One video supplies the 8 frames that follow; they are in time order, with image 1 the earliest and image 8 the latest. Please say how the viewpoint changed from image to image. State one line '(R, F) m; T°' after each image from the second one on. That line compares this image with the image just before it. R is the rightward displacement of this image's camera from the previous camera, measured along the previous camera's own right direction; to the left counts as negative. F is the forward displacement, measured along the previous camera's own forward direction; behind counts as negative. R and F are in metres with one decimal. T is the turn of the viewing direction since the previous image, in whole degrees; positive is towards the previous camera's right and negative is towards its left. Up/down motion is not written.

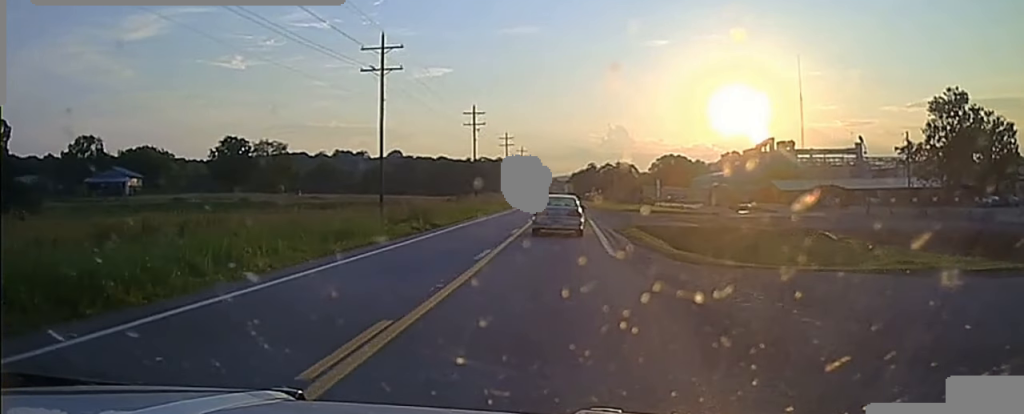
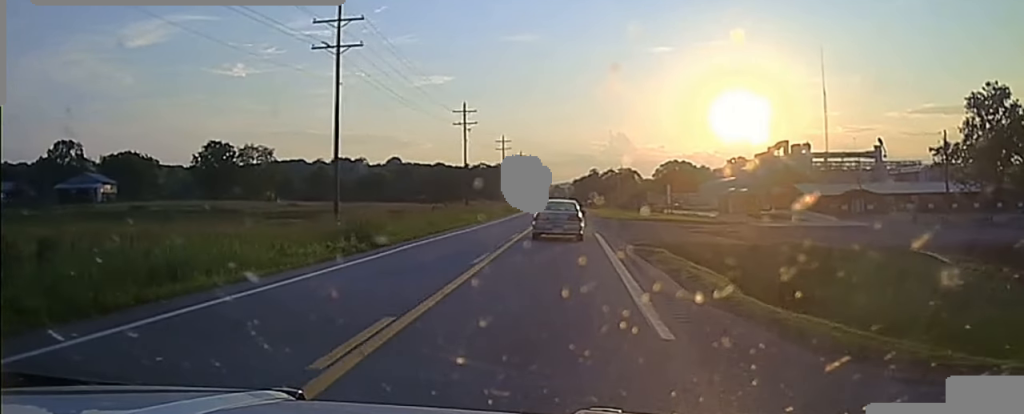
(0.0, +11.4) m; -1°
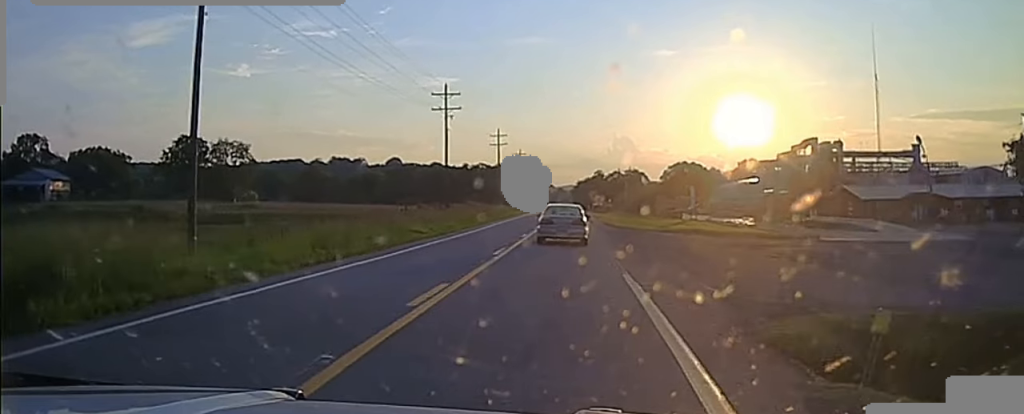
(-0.3, +18.9) m; -1°
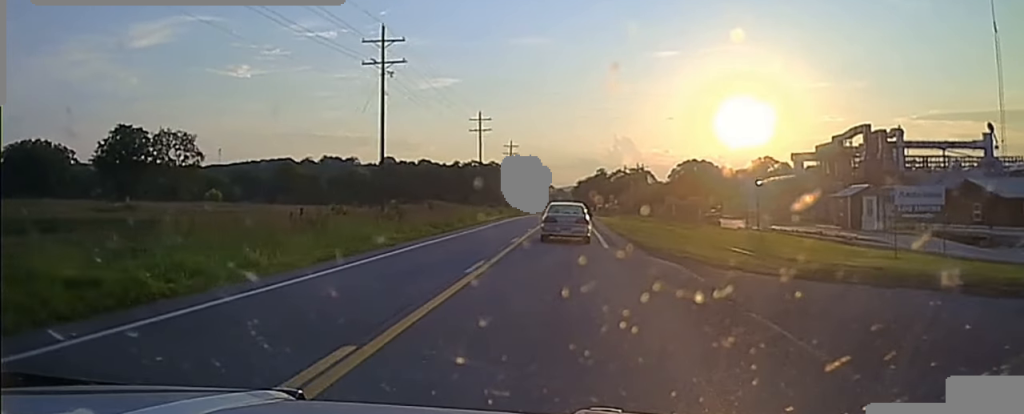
(+0.4, +30.6) m; +1°
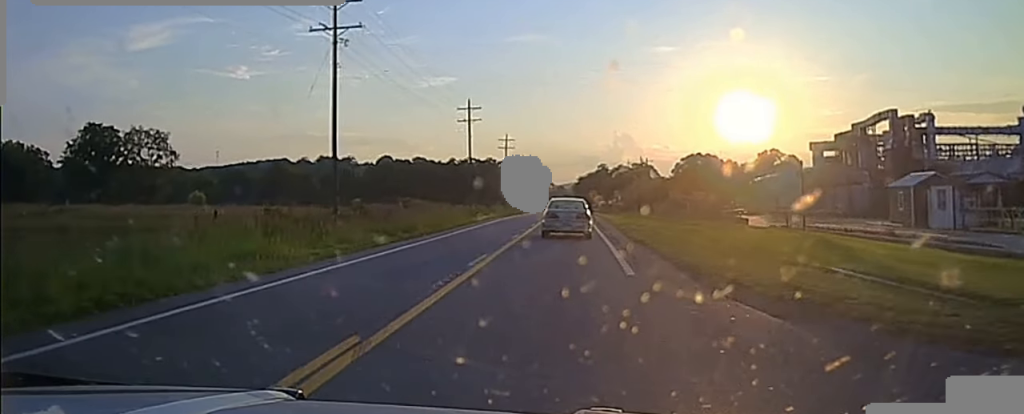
(0.0, +12.5) m; -1°
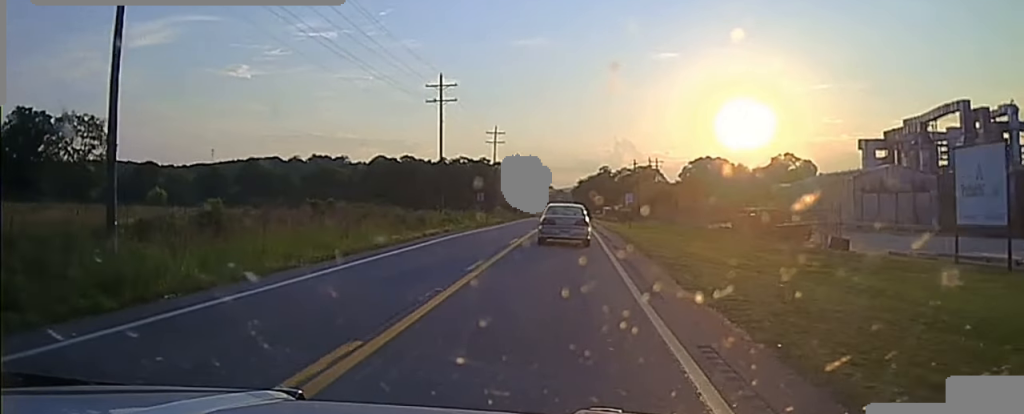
(-0.3, +25.7) m; -1°
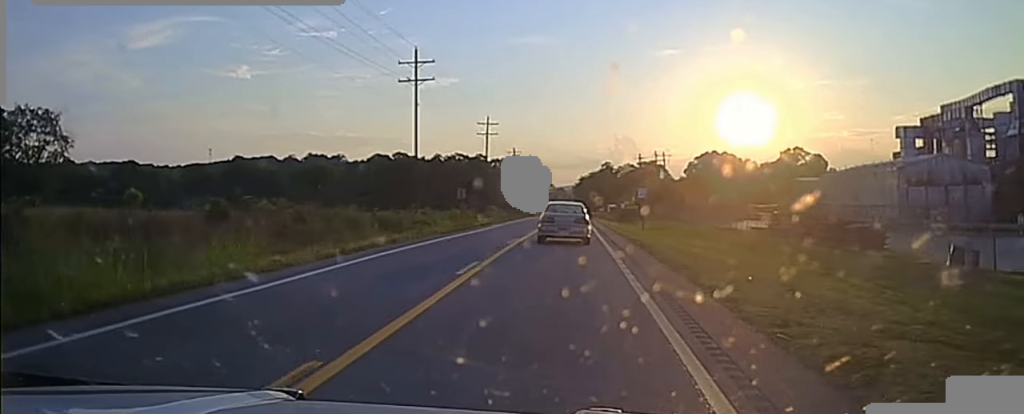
(0.0, +13.8) m; 0°
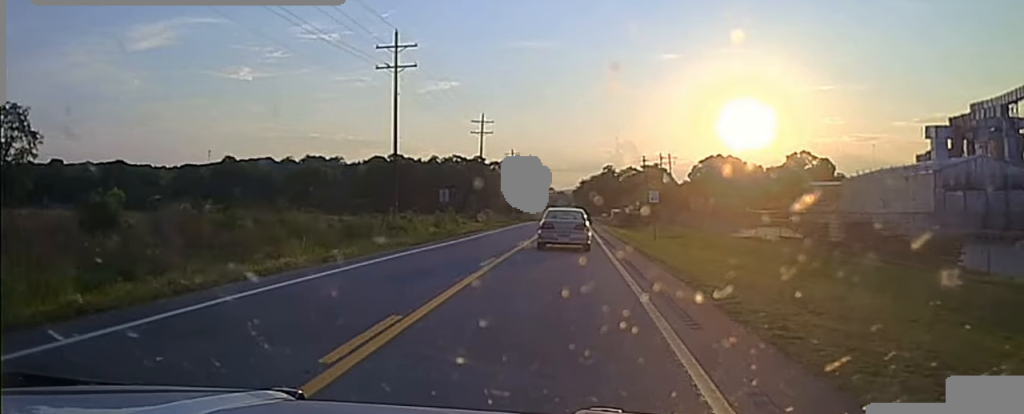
(+0.1, +7.8) m; 0°
